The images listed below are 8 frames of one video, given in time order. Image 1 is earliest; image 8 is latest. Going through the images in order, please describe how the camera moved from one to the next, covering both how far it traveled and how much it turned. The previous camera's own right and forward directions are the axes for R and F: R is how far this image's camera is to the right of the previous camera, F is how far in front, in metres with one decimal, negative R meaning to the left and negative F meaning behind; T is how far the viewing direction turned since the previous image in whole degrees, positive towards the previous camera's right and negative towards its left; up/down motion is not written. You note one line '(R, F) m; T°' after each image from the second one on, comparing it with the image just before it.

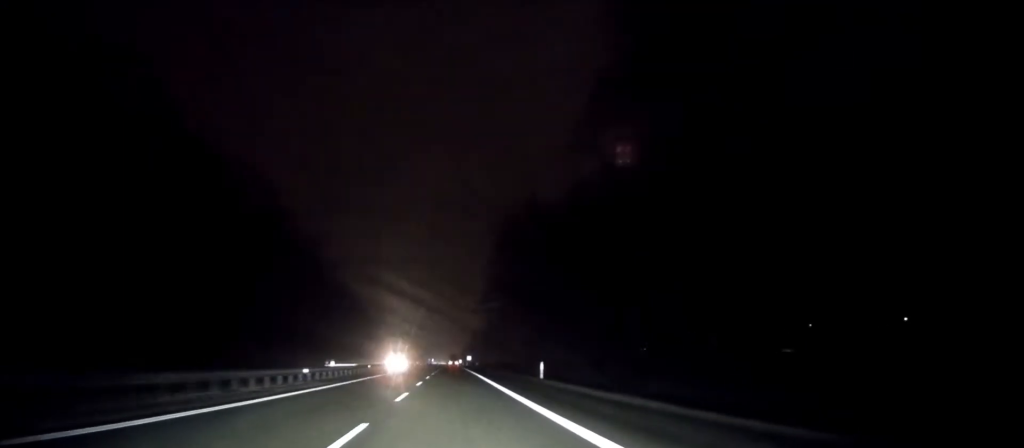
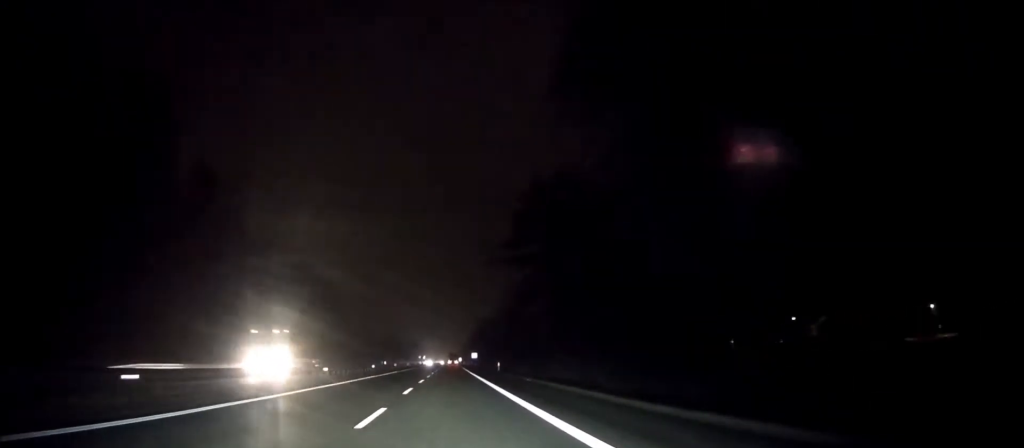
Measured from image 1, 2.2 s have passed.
(+0.2, +58.8) m; +1°
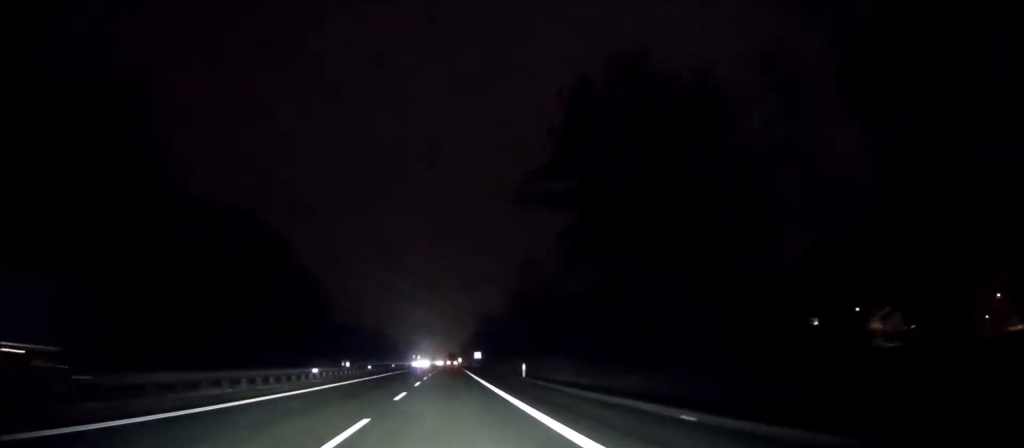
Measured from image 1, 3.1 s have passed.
(+0.1, +20.6) m; 0°
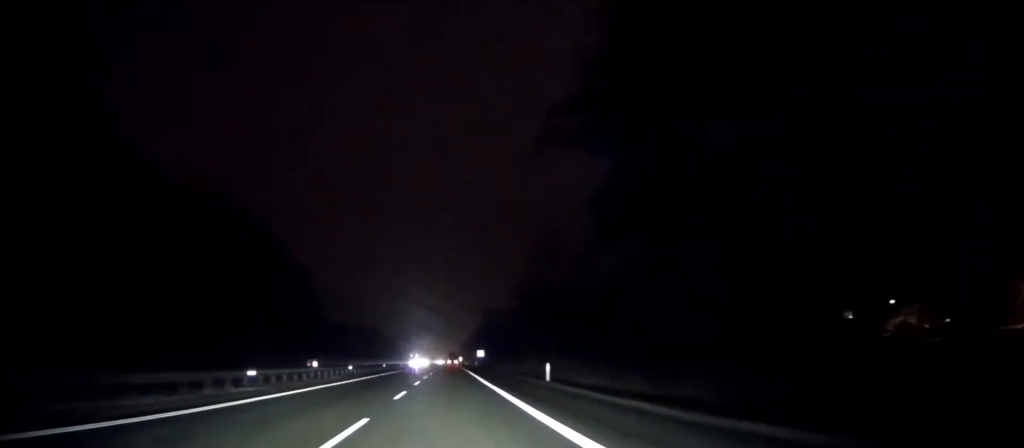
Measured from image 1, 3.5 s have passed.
(0.0, +9.6) m; 0°
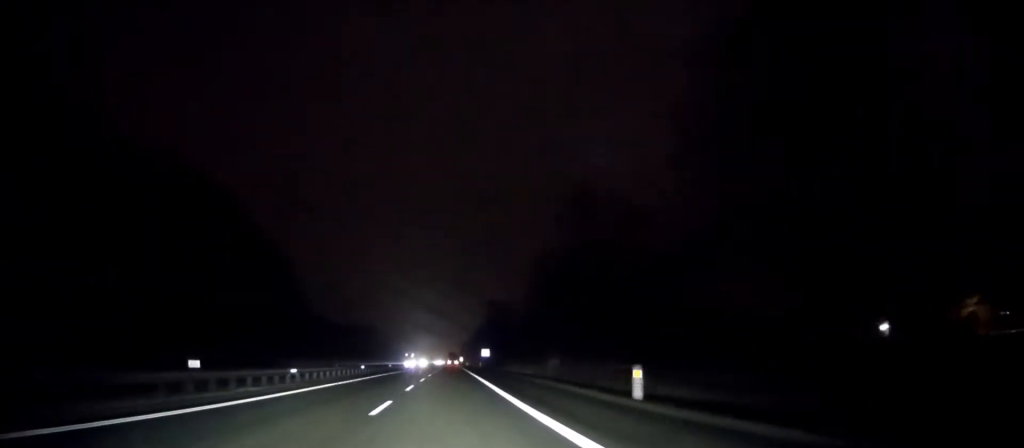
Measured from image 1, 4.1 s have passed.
(+0.1, +15.4) m; 0°
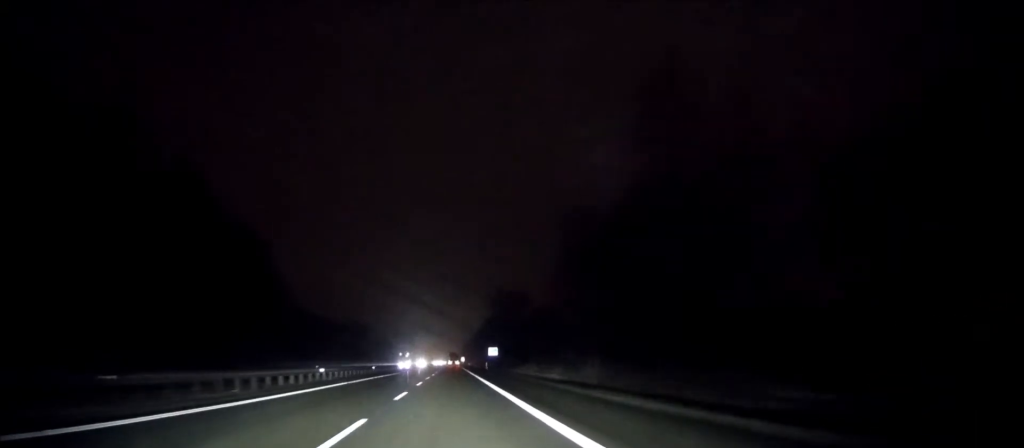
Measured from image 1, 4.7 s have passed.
(+0.1, +16.0) m; 0°
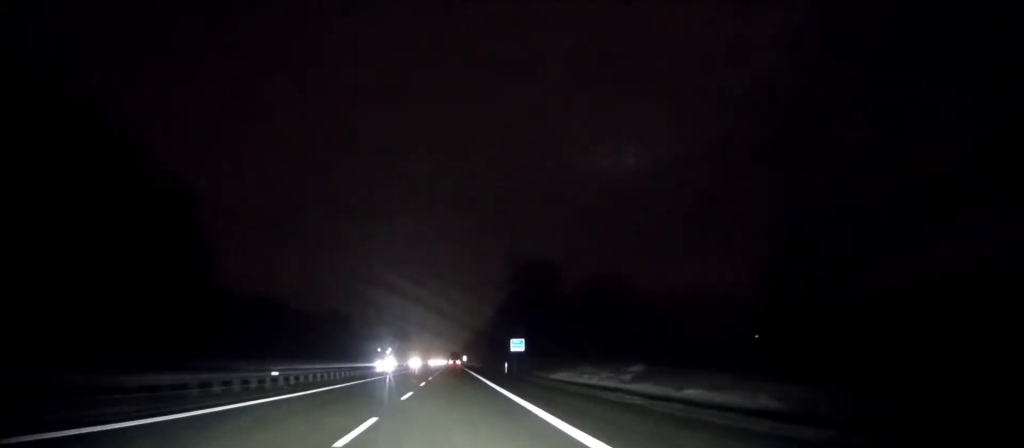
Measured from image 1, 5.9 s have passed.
(-0.4, +33.3) m; 0°
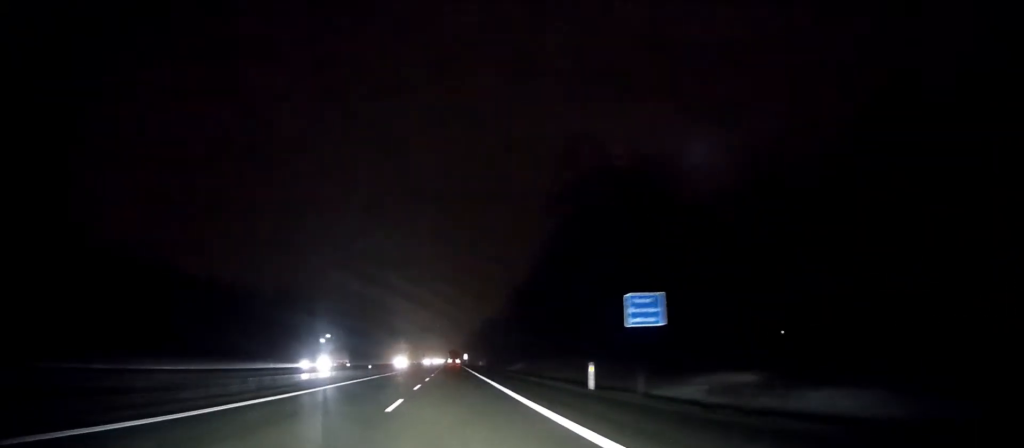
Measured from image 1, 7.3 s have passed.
(+0.4, +40.5) m; +1°
